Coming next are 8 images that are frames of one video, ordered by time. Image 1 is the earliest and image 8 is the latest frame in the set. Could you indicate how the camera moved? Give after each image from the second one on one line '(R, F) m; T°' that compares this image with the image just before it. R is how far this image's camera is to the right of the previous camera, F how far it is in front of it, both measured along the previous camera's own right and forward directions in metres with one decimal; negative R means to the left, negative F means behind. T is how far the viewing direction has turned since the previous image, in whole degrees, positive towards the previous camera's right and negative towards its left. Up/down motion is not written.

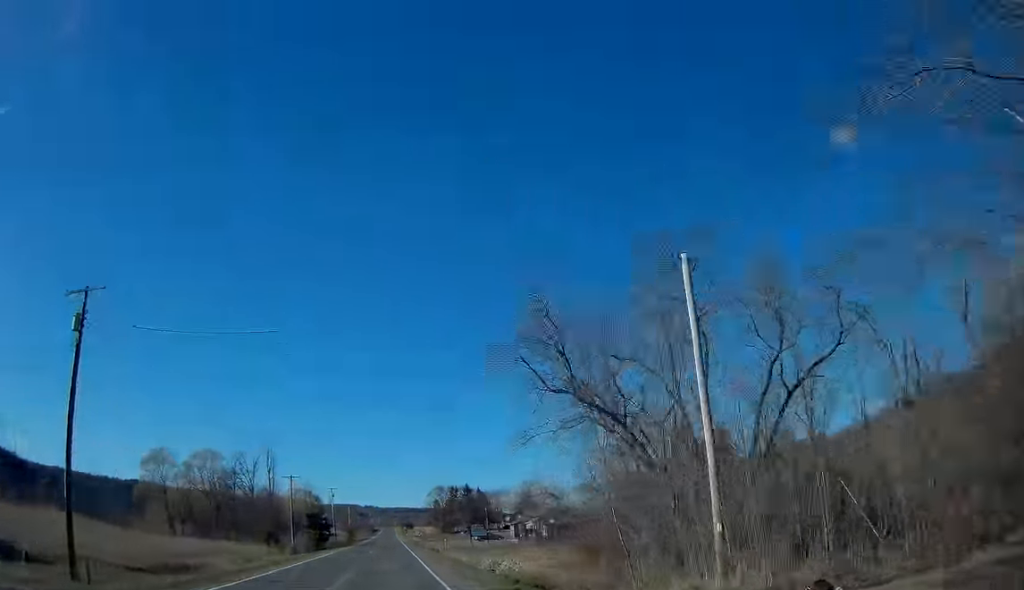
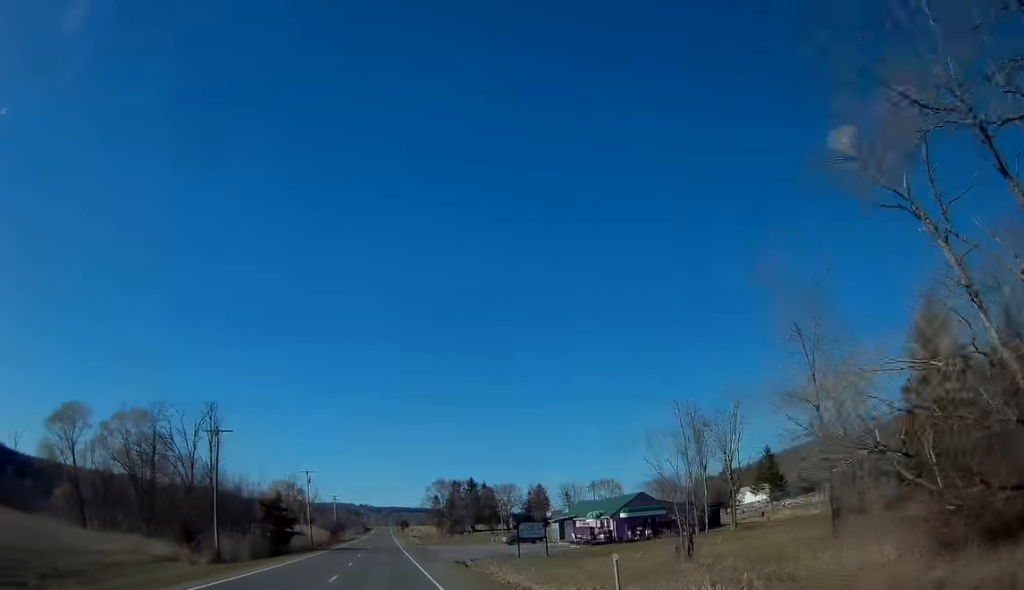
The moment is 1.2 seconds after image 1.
(+0.4, +31.1) m; 0°
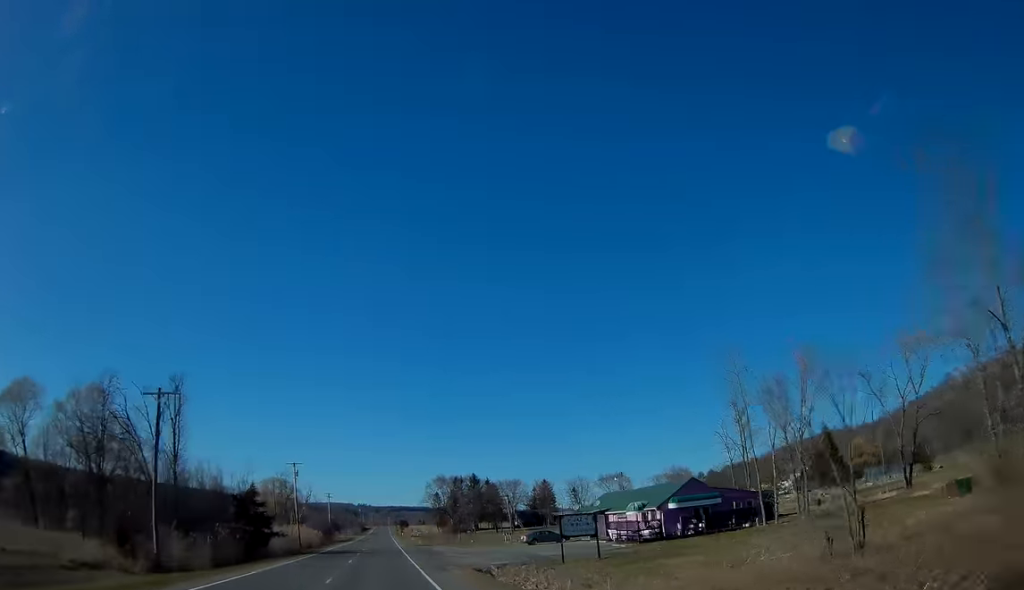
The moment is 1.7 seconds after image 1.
(-0.1, +11.7) m; 0°
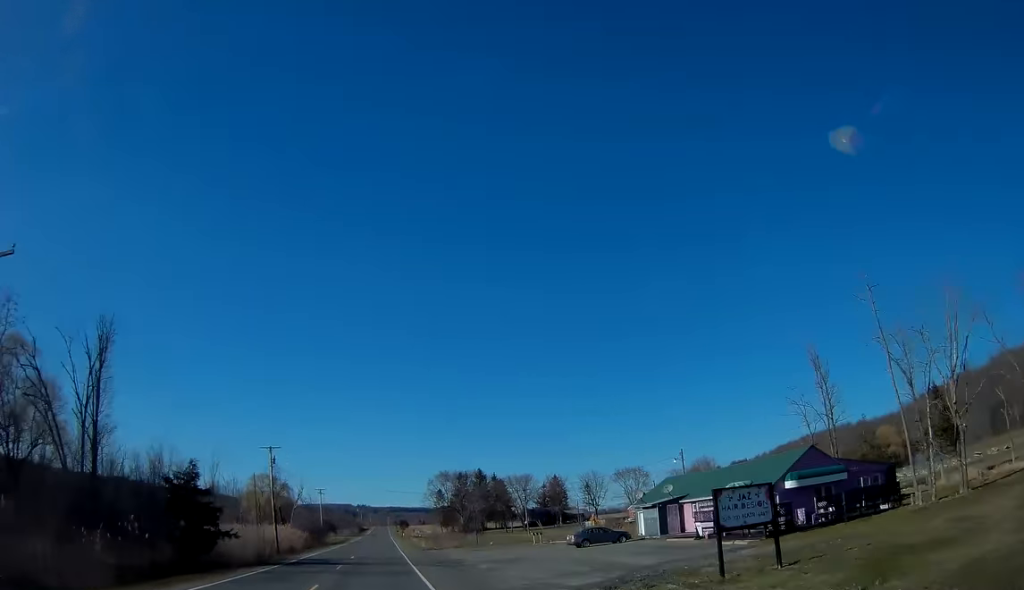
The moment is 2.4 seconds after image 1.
(-0.2, +16.8) m; 0°
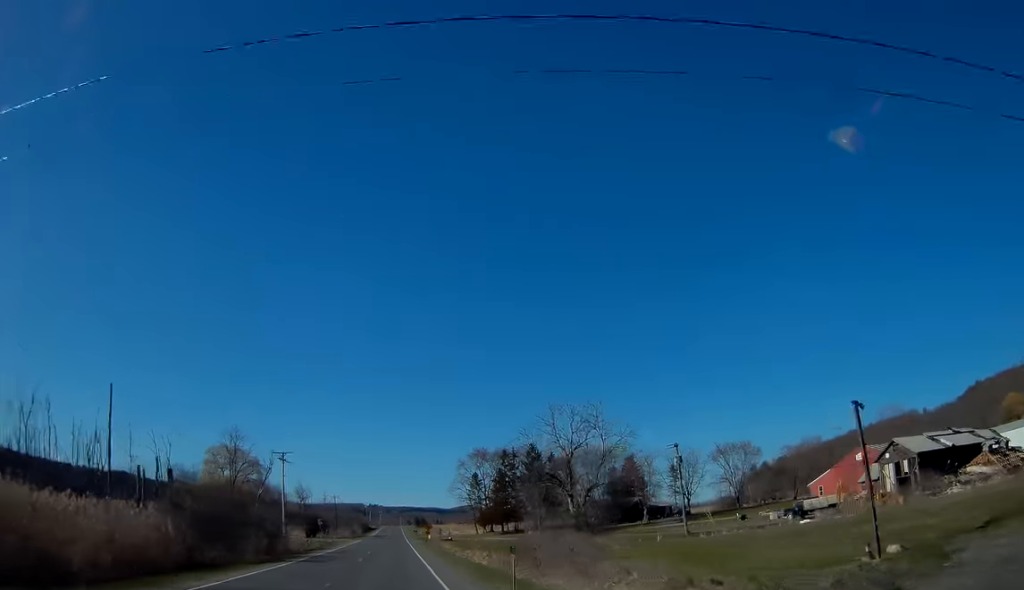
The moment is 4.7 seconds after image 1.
(+0.4, +59.8) m; 0°
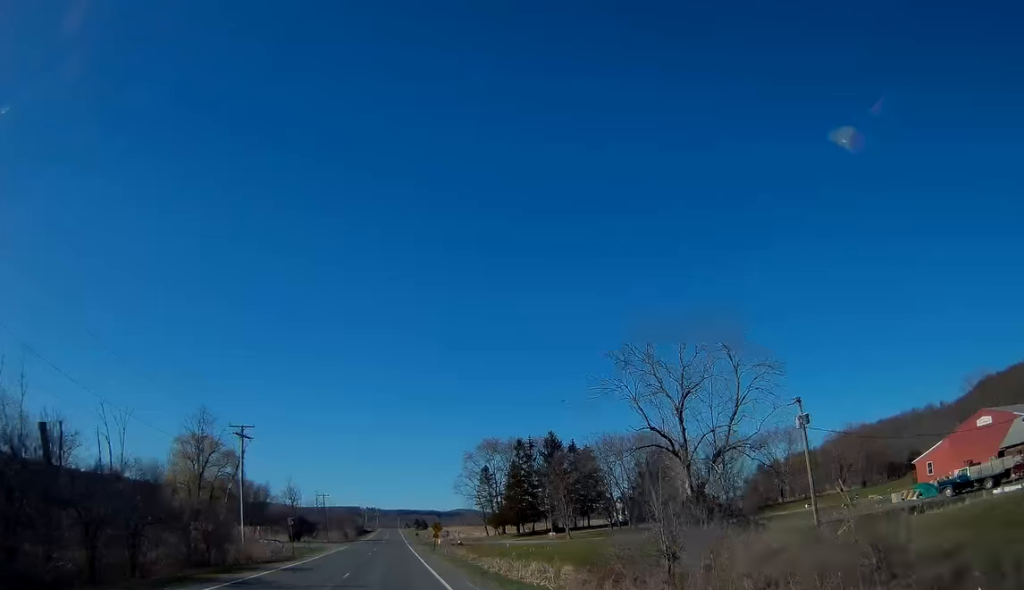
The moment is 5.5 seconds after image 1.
(-0.2, +20.2) m; 0°
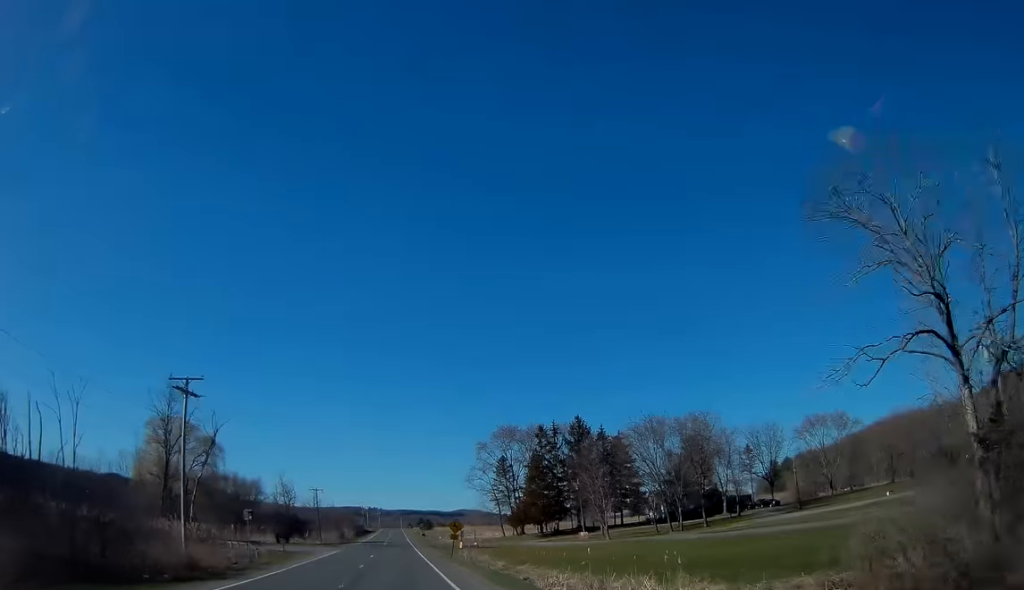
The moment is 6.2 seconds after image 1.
(+0.1, +16.8) m; 0°
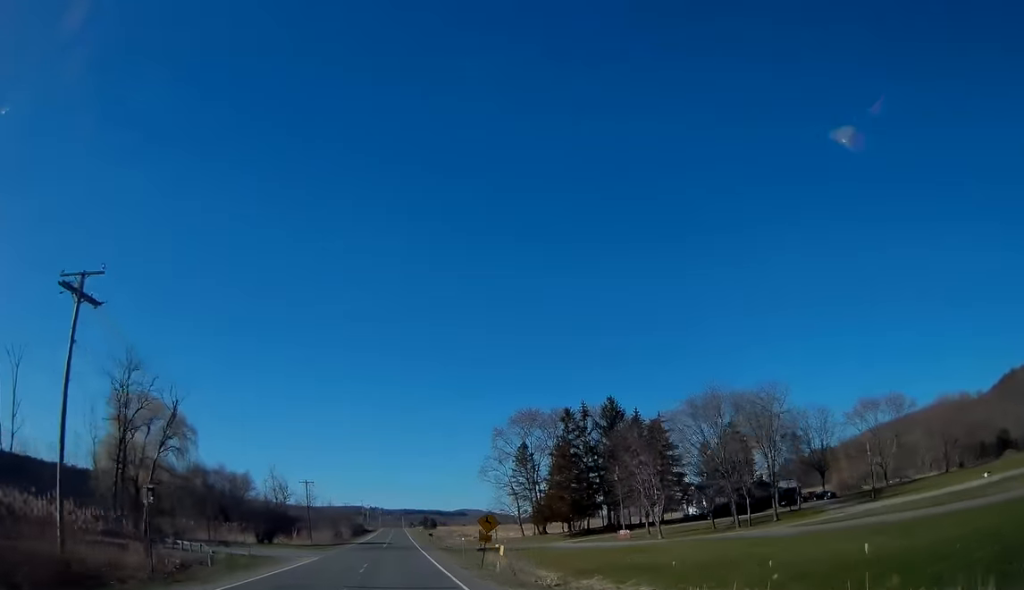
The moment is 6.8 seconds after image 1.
(+0.1, +16.0) m; 0°
